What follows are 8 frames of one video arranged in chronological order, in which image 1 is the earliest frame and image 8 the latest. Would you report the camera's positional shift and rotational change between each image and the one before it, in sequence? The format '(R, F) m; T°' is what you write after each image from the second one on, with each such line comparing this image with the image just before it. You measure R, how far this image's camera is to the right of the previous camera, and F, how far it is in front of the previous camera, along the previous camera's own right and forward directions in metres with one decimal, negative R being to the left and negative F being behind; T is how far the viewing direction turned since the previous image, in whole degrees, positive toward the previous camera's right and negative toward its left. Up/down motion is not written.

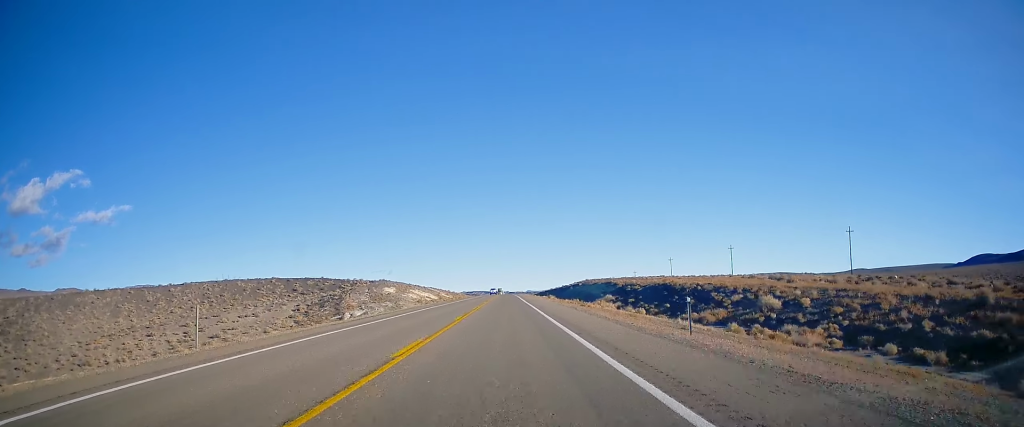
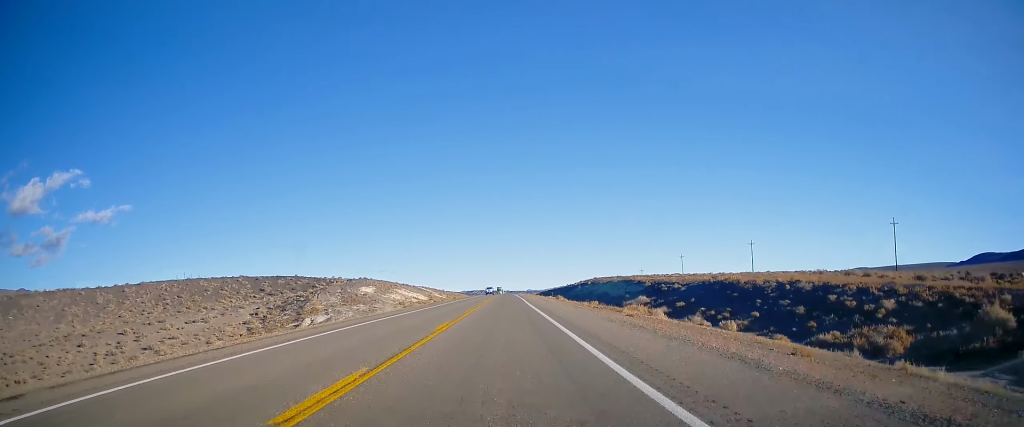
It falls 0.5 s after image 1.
(+0.3, +17.7) m; 0°
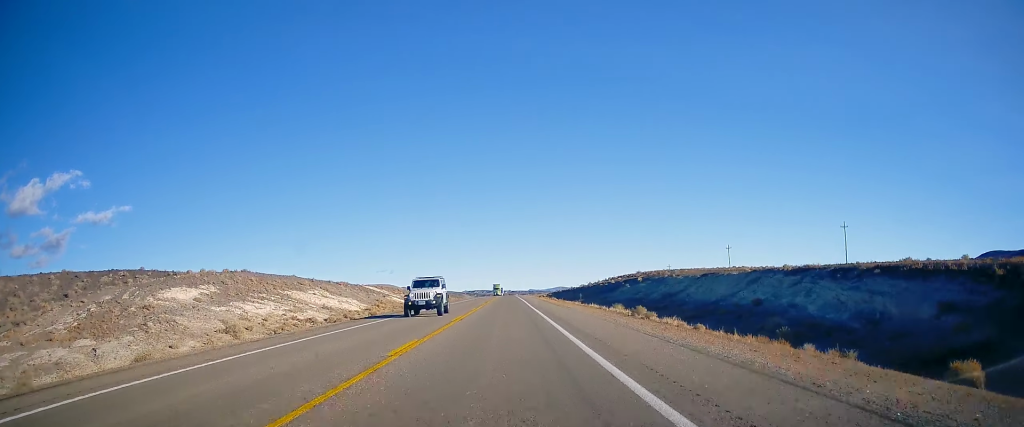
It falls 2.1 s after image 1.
(-0.1, +55.1) m; 0°
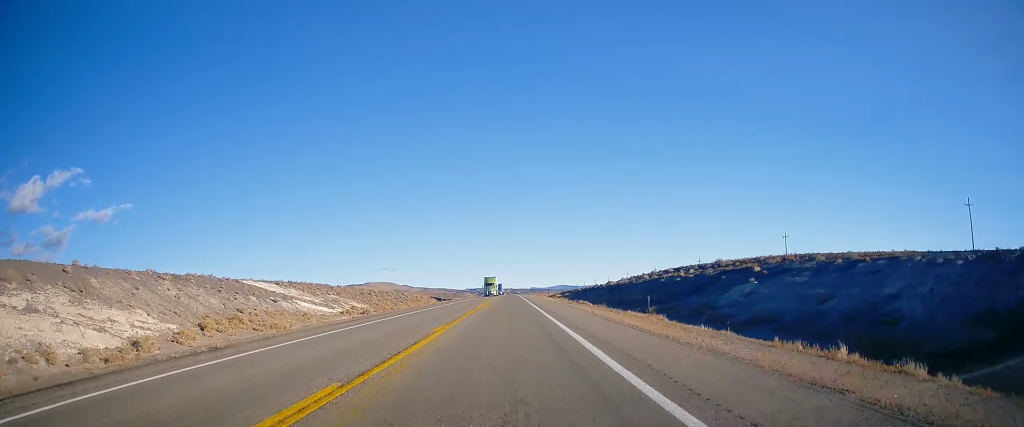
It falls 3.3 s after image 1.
(0.0, +43.0) m; -1°
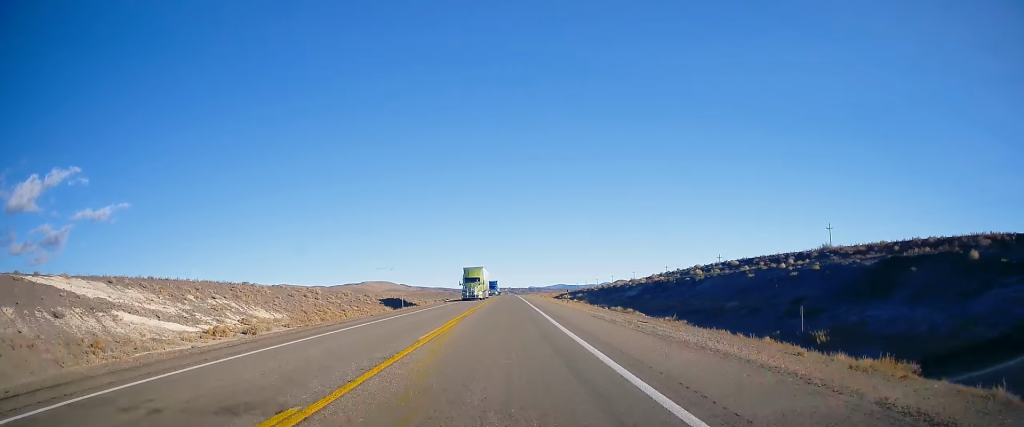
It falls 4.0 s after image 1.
(-0.2, +25.8) m; 0°
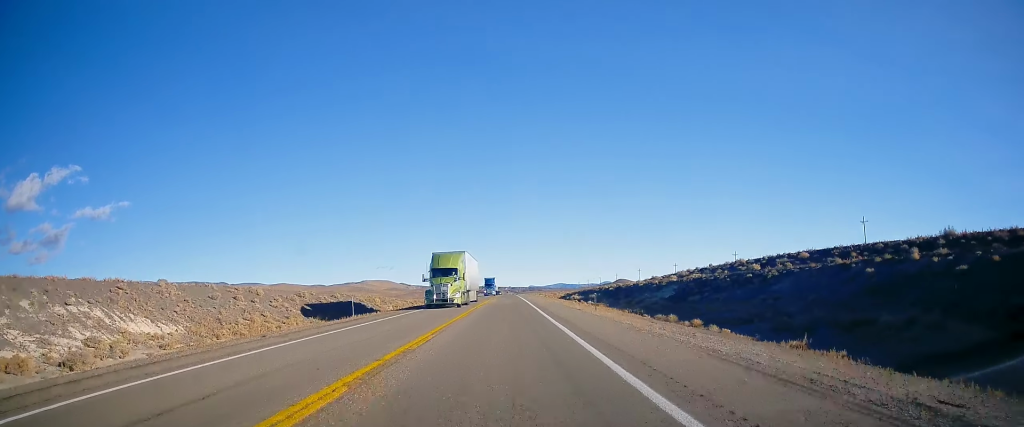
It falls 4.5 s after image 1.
(-0.1, +15.3) m; 0°
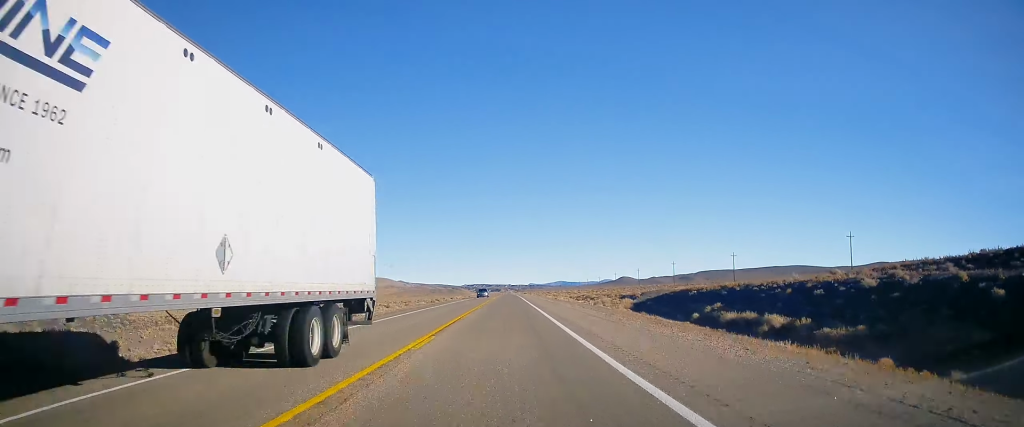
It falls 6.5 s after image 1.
(+0.1, +73.0) m; 0°
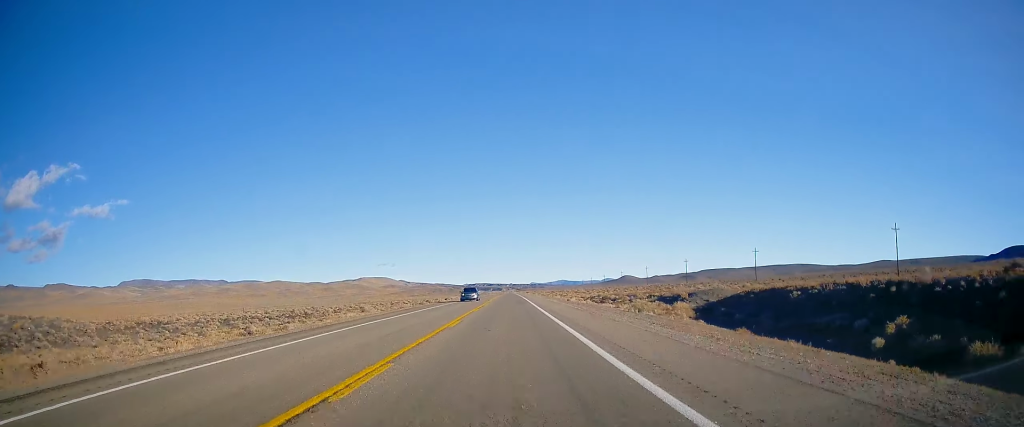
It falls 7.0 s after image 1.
(+0.2, +17.7) m; 0°
